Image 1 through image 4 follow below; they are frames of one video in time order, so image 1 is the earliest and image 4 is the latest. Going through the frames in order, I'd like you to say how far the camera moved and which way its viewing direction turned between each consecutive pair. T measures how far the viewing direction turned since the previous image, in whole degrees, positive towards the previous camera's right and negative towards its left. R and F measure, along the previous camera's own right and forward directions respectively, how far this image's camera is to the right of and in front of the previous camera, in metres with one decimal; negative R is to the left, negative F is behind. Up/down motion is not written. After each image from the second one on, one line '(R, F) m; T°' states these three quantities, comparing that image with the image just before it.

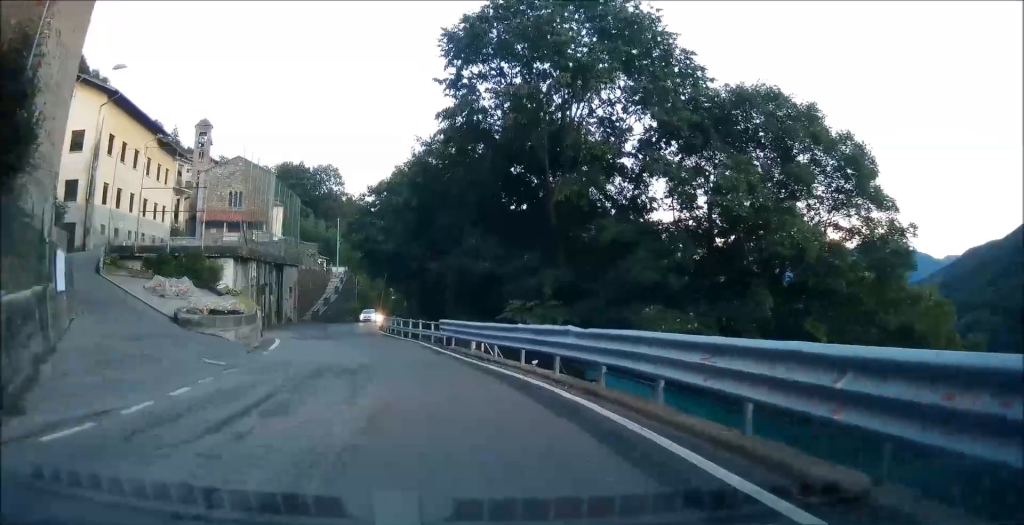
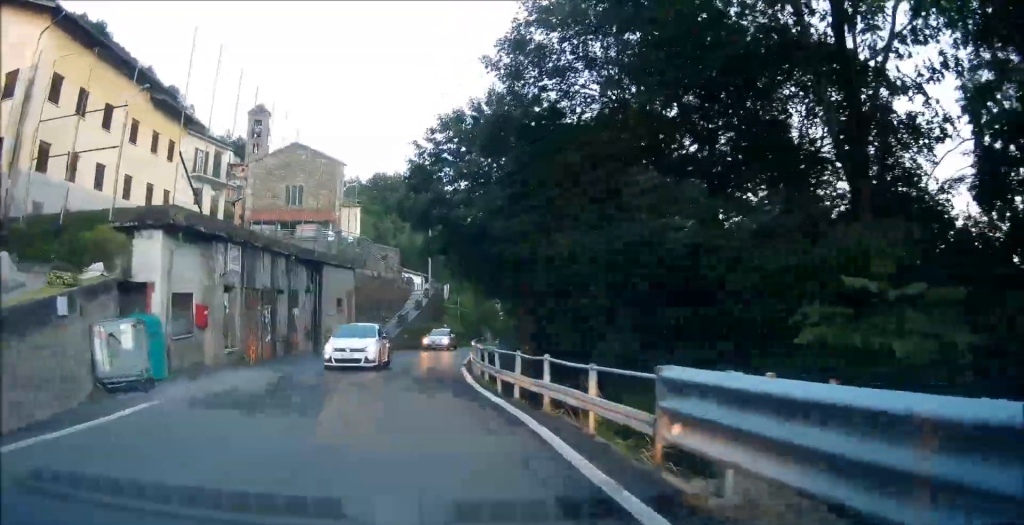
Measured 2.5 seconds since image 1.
(+0.3, +17.5) m; +3°
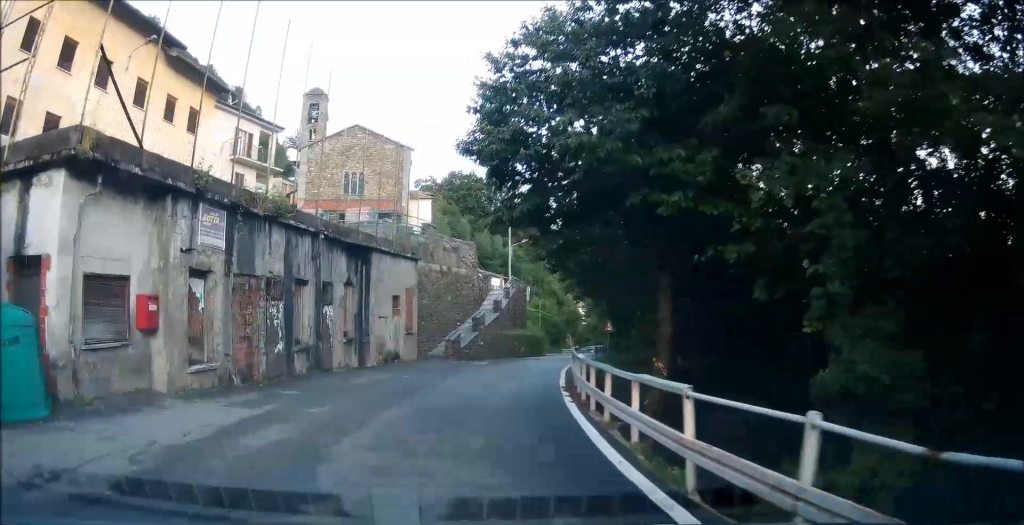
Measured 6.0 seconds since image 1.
(-0.5, +13.6) m; -12°
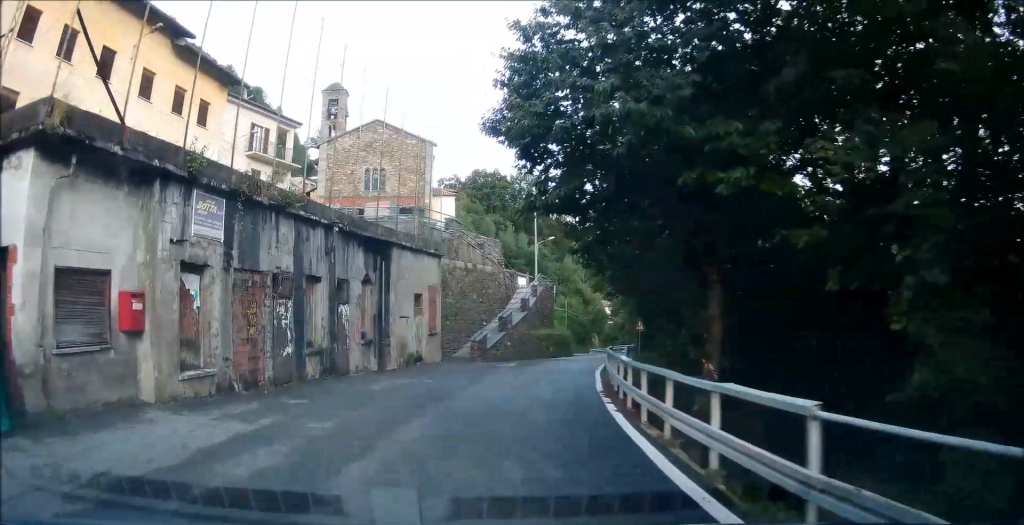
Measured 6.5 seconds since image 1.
(-0.2, +1.7) m; +2°
